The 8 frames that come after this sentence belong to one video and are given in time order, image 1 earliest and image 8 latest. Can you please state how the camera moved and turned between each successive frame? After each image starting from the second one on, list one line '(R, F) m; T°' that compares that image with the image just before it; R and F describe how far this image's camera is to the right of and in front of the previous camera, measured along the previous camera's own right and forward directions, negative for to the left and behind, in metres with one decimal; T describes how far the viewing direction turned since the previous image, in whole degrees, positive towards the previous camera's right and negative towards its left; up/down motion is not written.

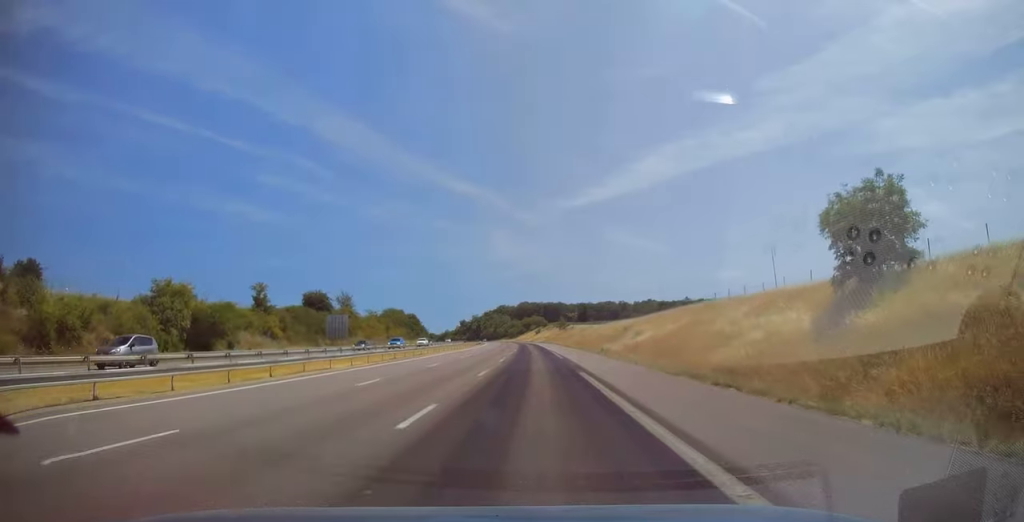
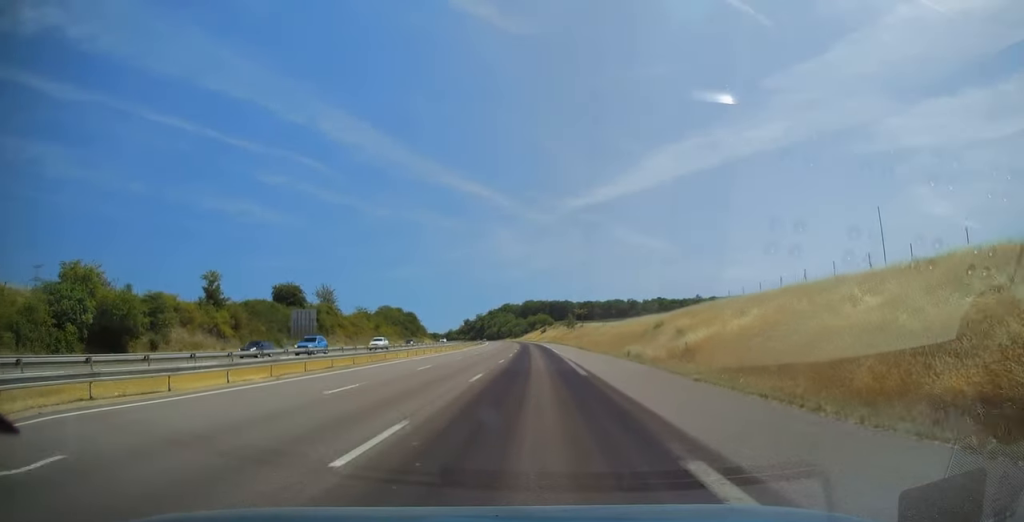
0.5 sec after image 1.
(0.0, +16.1) m; -1°
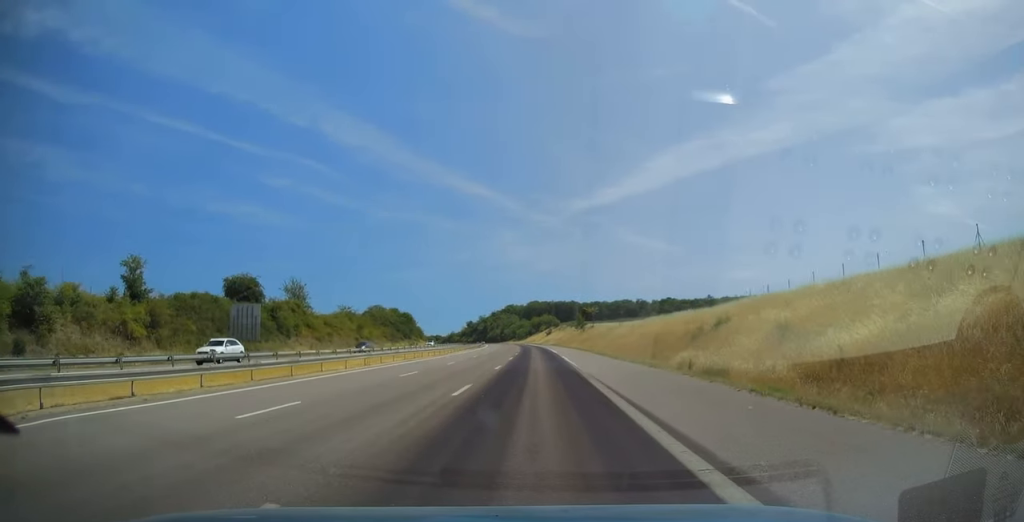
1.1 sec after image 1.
(-0.2, +18.1) m; -1°
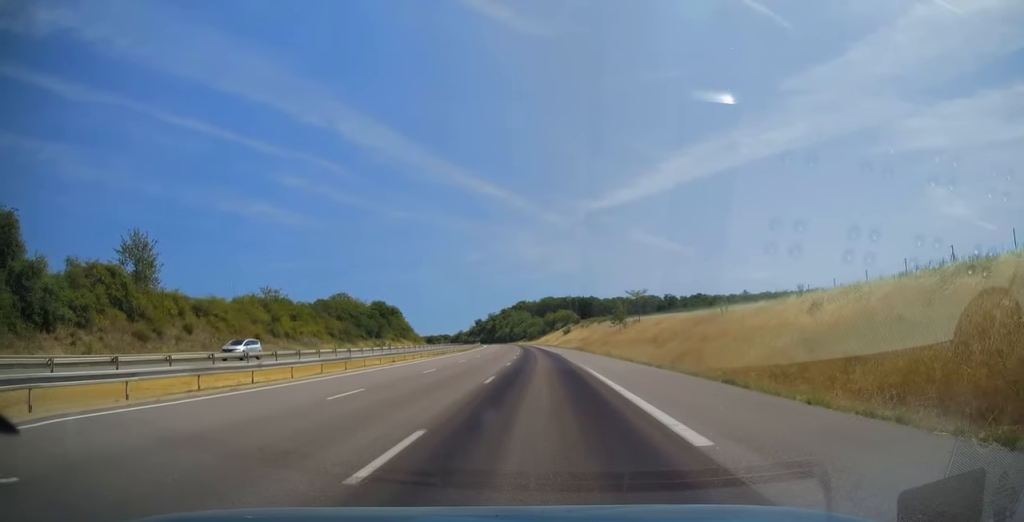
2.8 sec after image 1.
(-0.6, +49.0) m; -1°
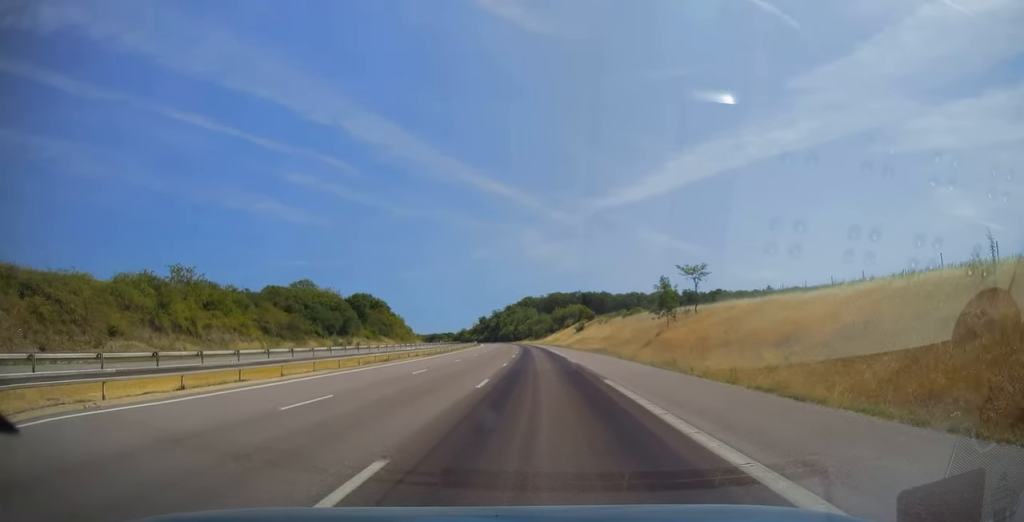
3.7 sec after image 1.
(0.0, +29.2) m; -1°
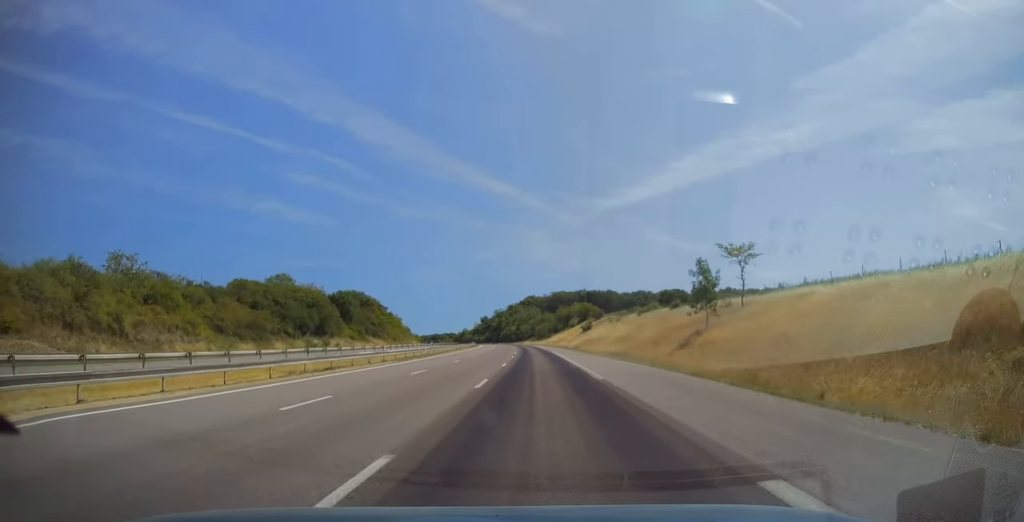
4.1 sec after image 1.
(-0.3, +13.1) m; -1°
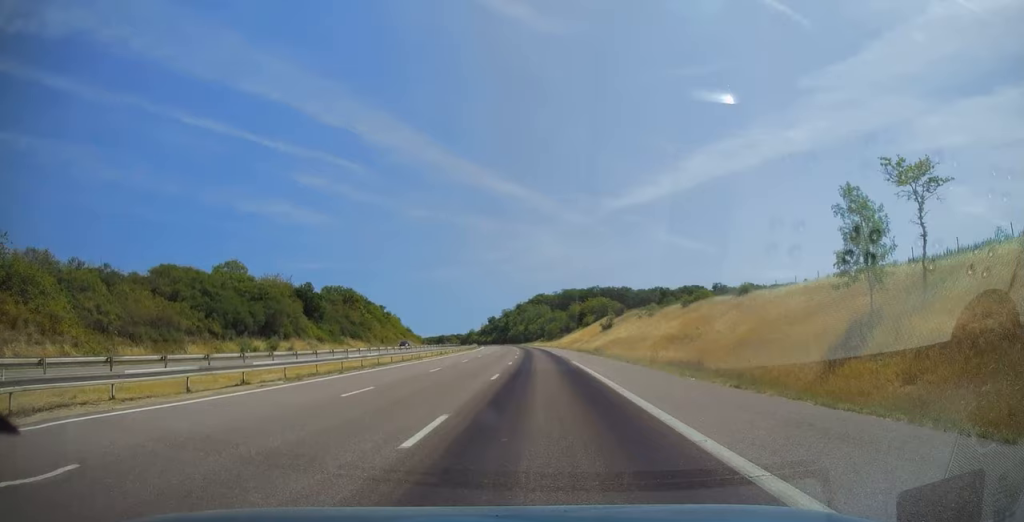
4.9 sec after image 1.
(-0.2, +22.6) m; 0°
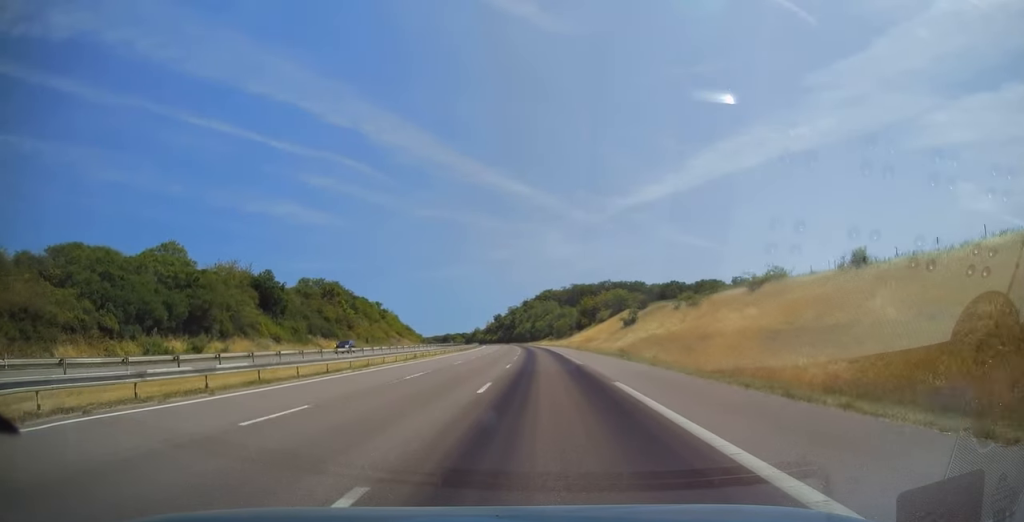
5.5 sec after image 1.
(0.0, +19.1) m; 0°
